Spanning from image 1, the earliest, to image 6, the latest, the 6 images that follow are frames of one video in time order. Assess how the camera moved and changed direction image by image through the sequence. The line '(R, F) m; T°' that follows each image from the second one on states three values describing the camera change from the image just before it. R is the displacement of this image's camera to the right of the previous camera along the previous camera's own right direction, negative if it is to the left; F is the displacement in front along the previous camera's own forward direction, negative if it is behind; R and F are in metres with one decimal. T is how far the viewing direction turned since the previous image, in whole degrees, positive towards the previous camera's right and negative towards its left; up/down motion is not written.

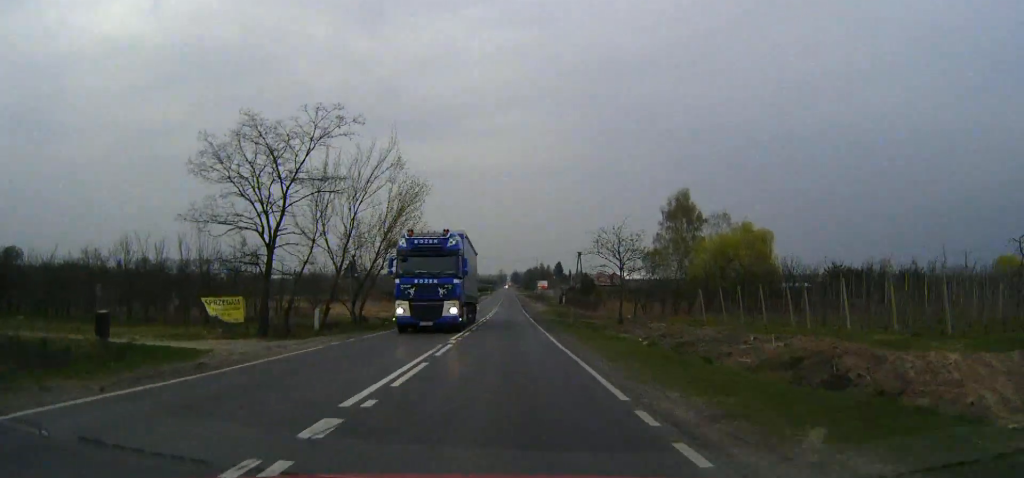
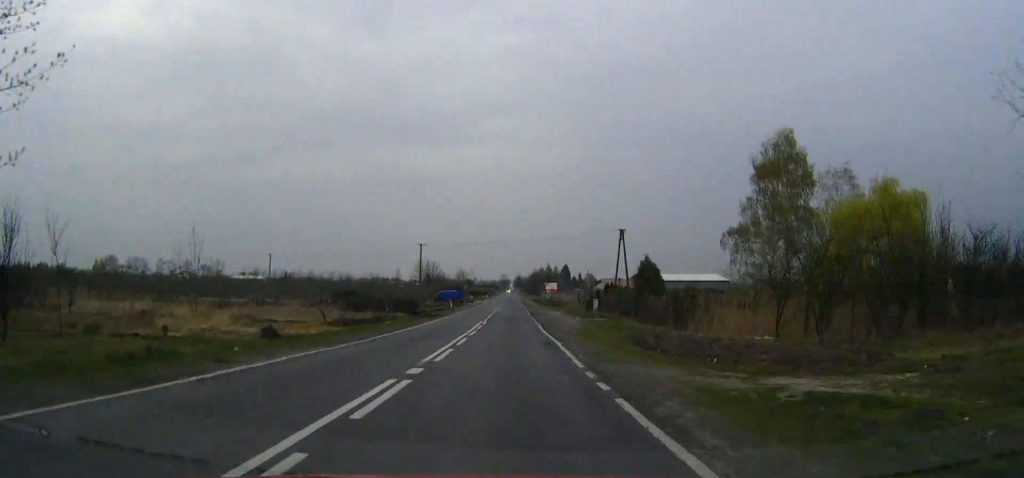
(+0.1, +41.6) m; 0°
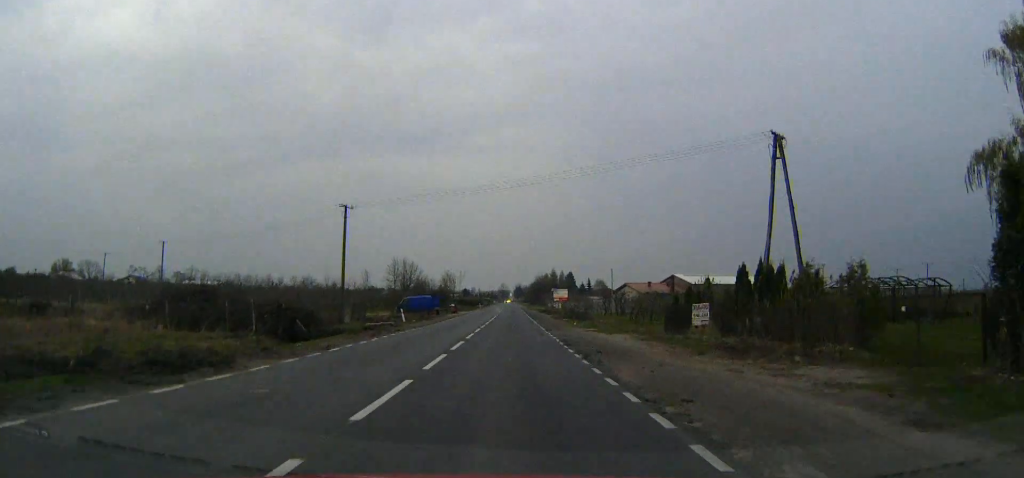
(-0.1, +43.0) m; 0°
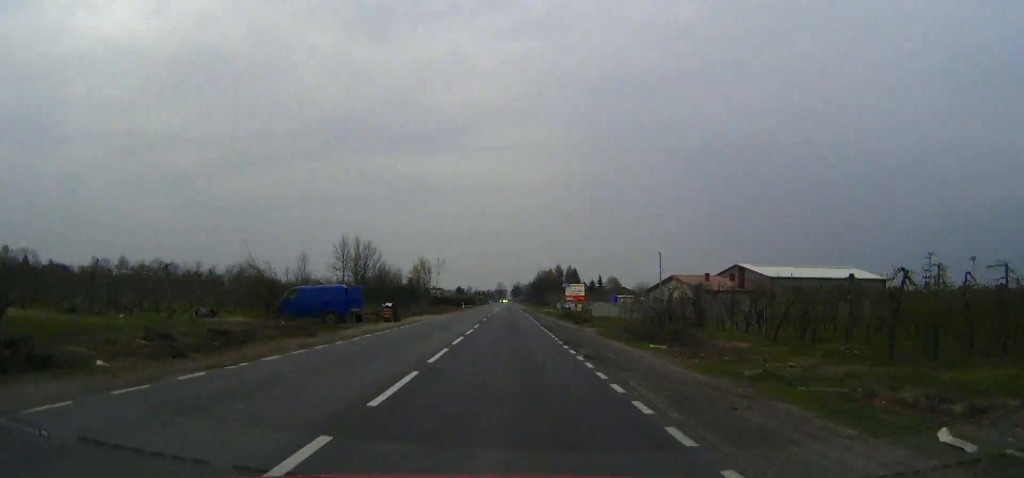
(0.0, +47.0) m; 0°
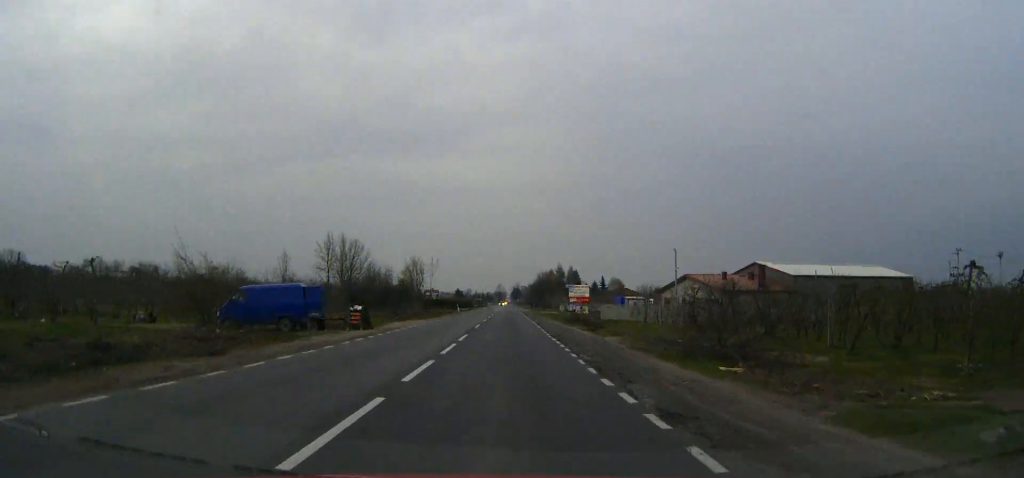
(0.0, +9.1) m; 0°
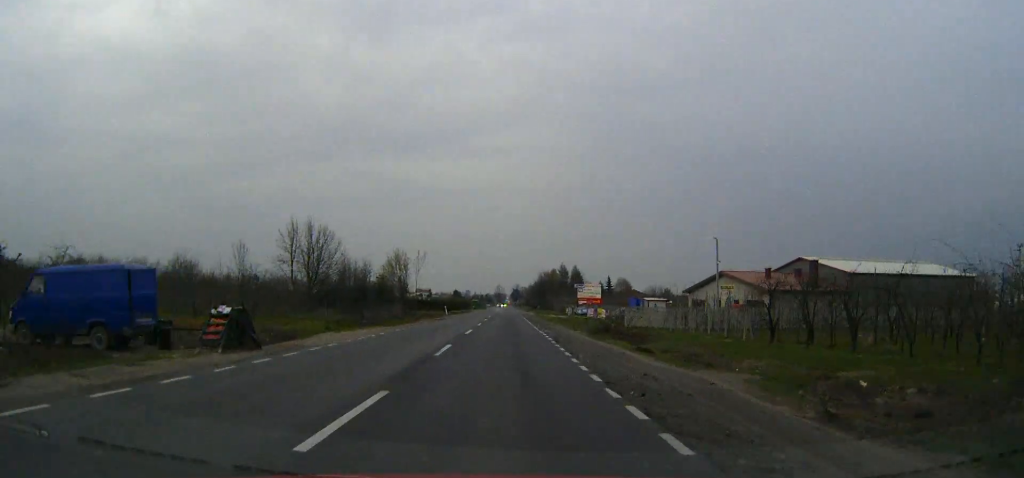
(0.0, +17.4) m; 0°
